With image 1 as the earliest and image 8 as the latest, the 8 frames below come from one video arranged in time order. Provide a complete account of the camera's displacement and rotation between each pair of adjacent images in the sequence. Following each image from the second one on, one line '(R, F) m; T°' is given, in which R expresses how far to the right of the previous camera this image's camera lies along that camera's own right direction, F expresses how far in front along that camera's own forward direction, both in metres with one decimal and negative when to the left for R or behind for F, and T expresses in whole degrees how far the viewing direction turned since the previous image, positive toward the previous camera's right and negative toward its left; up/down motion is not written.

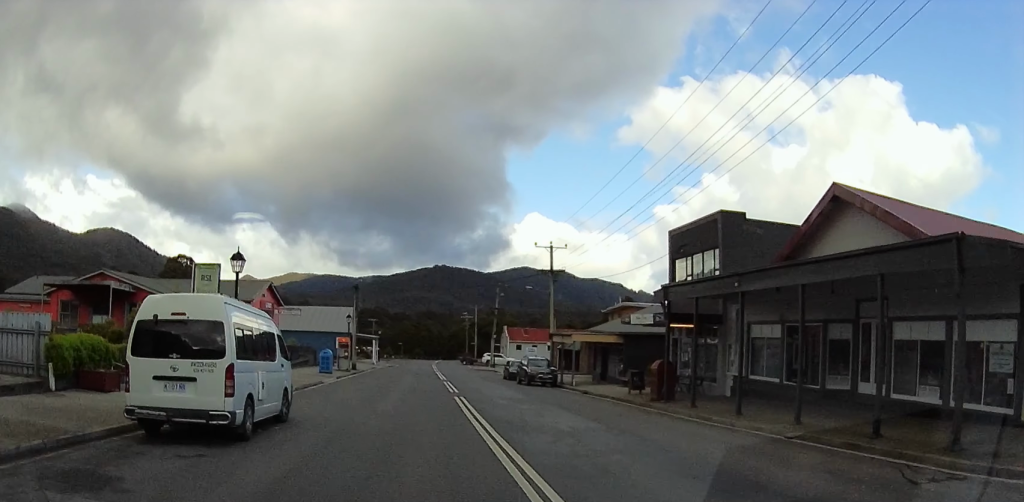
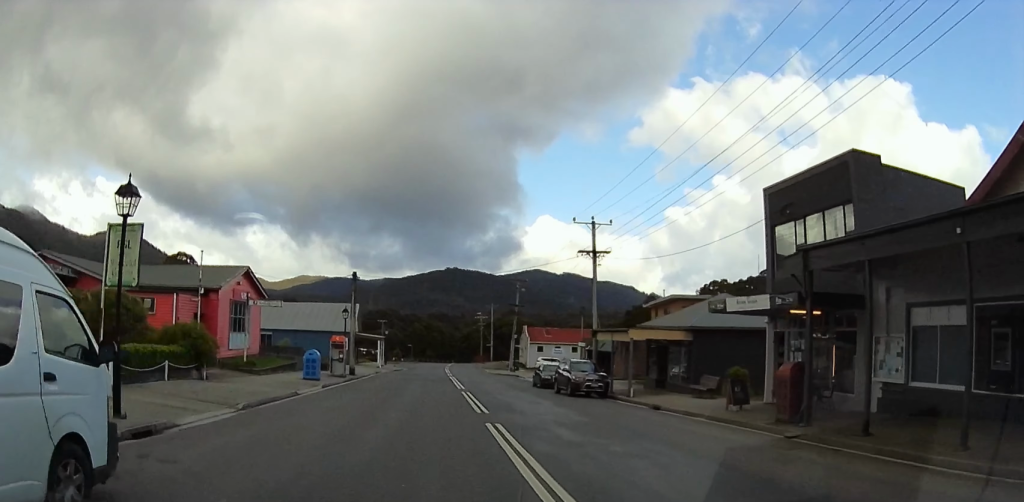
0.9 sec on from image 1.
(+0.1, +8.0) m; +1°
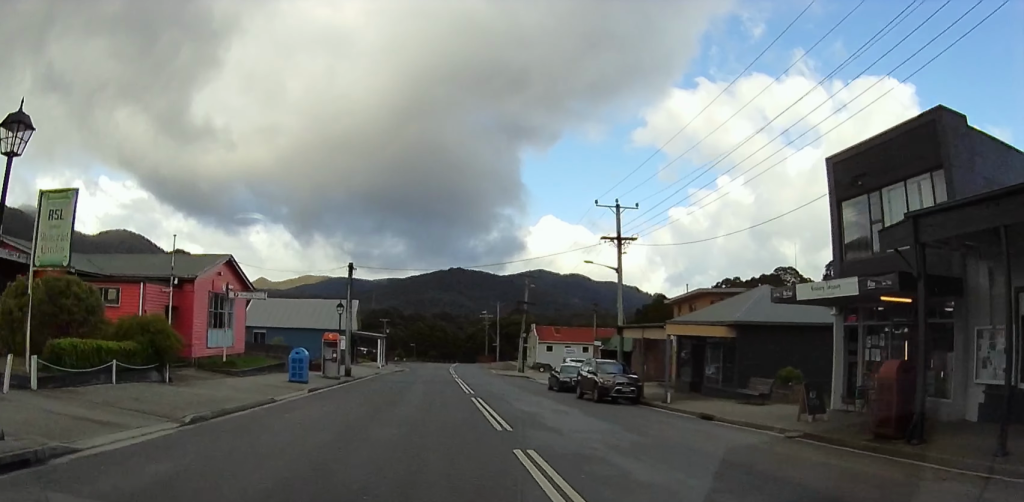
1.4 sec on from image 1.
(0.0, +3.8) m; 0°
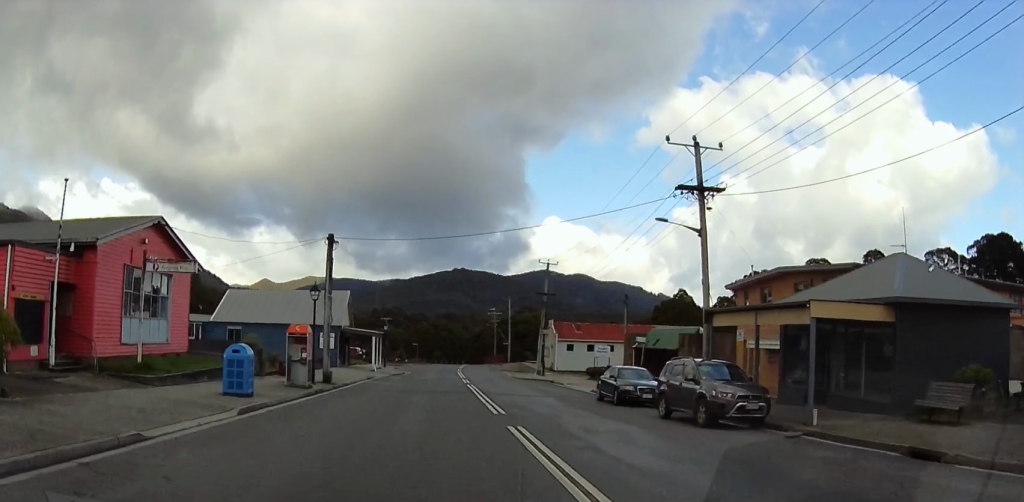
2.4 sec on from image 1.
(0.0, +9.2) m; 0°
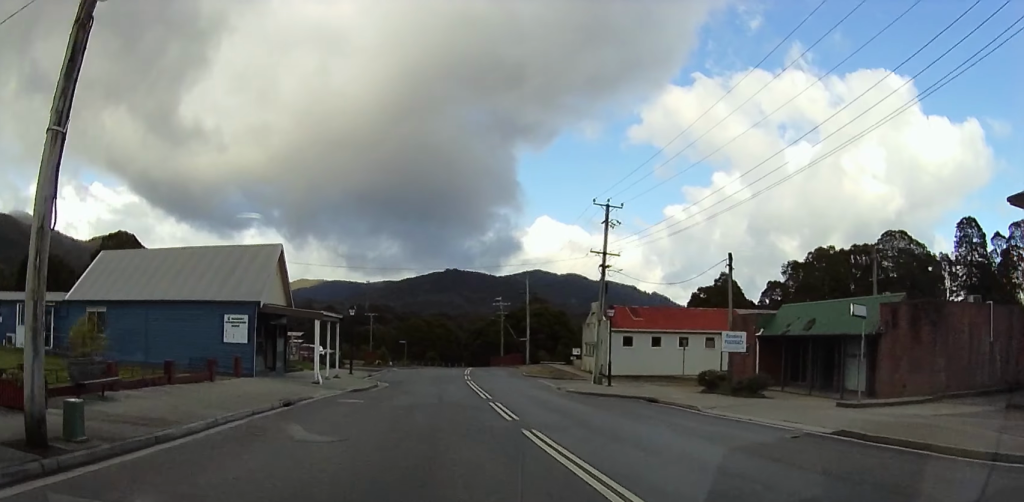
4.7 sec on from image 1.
(+0.3, +20.5) m; +2°
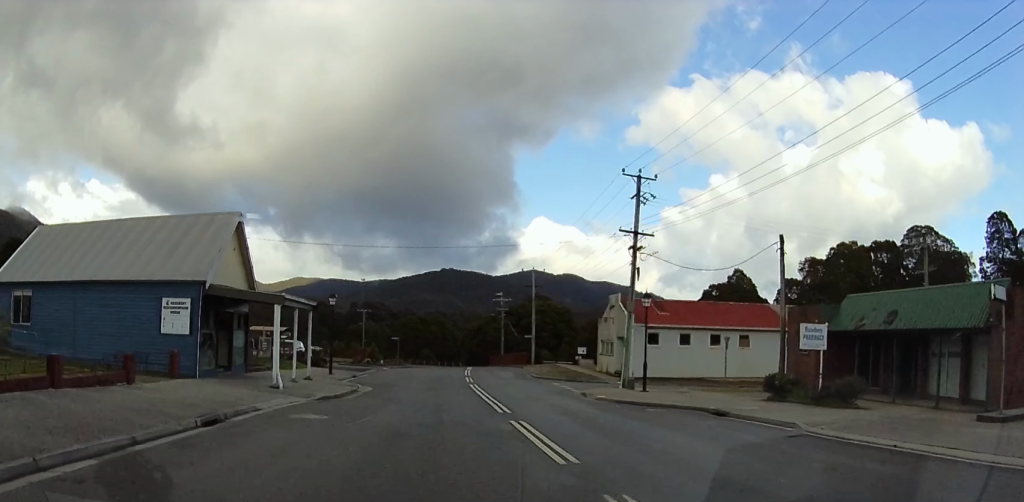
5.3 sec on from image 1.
(0.0, +6.1) m; +1°
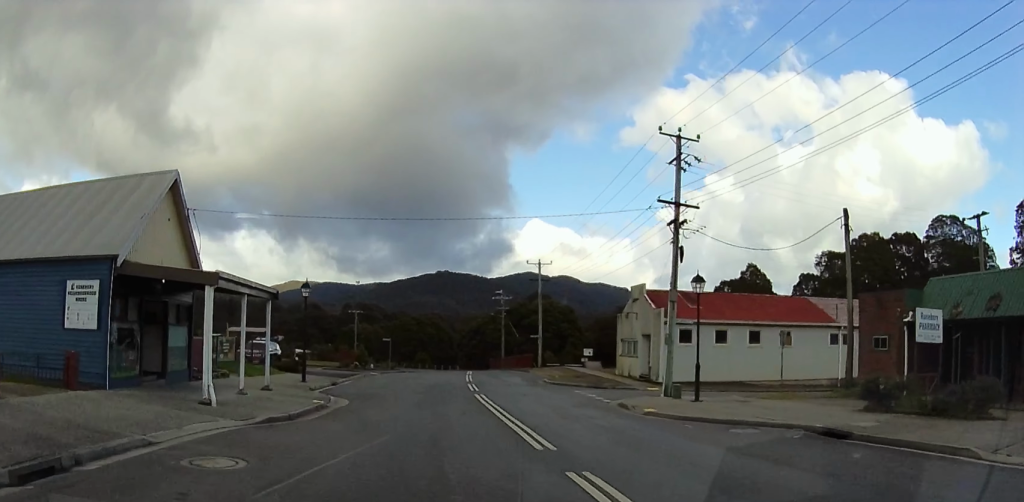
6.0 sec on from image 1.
(+0.1, +6.2) m; -1°
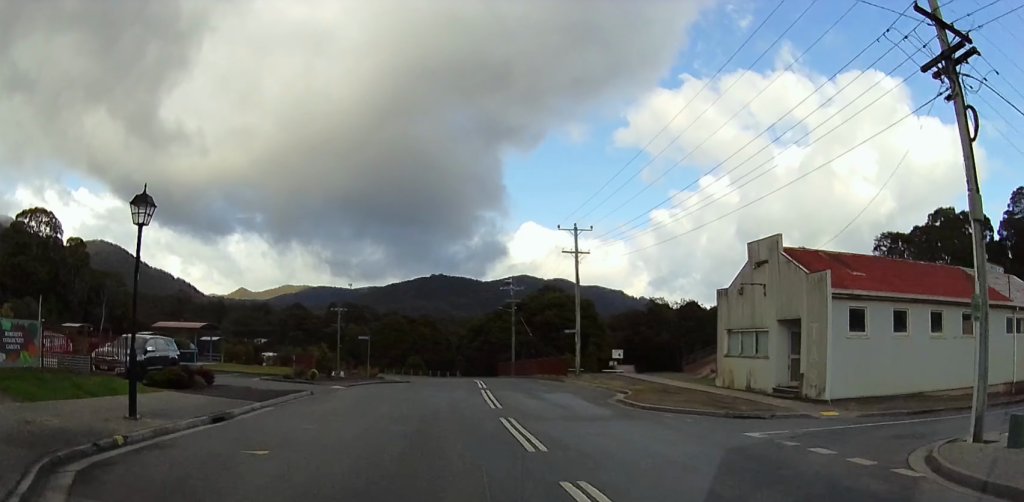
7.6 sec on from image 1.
(-0.3, +17.1) m; -1°
